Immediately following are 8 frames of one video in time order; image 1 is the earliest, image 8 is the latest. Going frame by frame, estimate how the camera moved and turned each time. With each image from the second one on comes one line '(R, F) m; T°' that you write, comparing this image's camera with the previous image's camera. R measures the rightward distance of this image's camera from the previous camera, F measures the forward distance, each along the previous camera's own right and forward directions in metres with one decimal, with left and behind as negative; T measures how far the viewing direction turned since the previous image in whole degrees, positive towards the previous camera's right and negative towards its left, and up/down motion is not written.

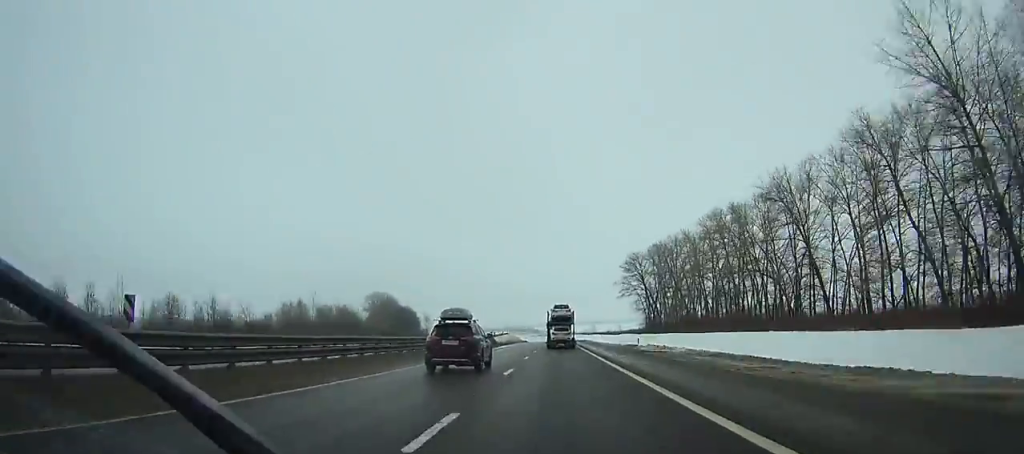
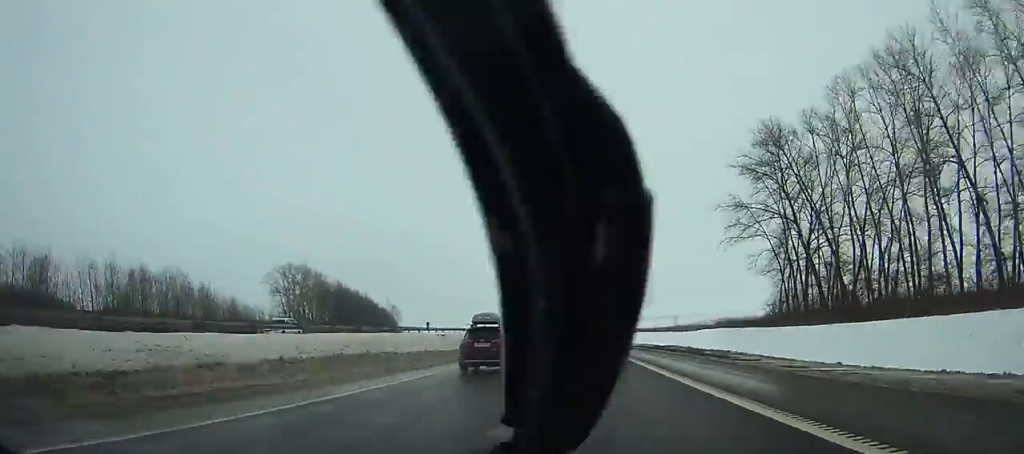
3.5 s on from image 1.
(-0.9, +99.6) m; -2°
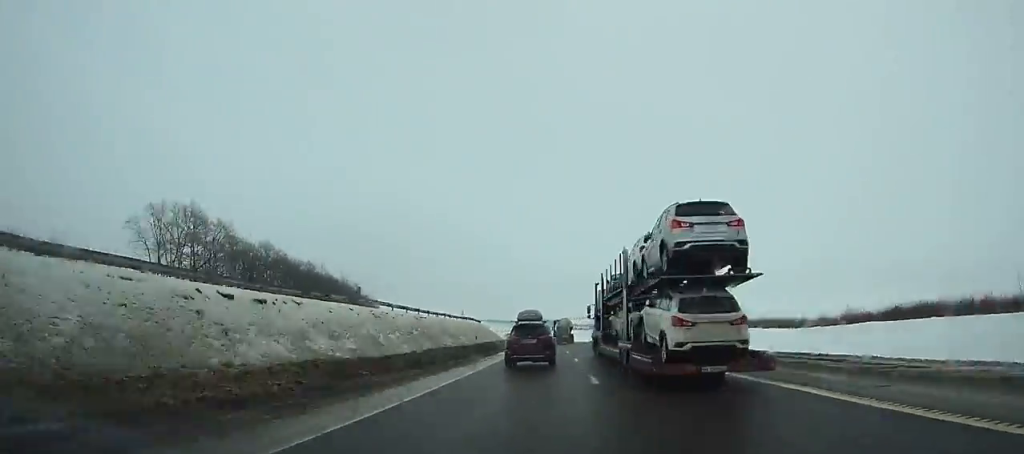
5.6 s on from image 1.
(-0.6, +59.2) m; -2°
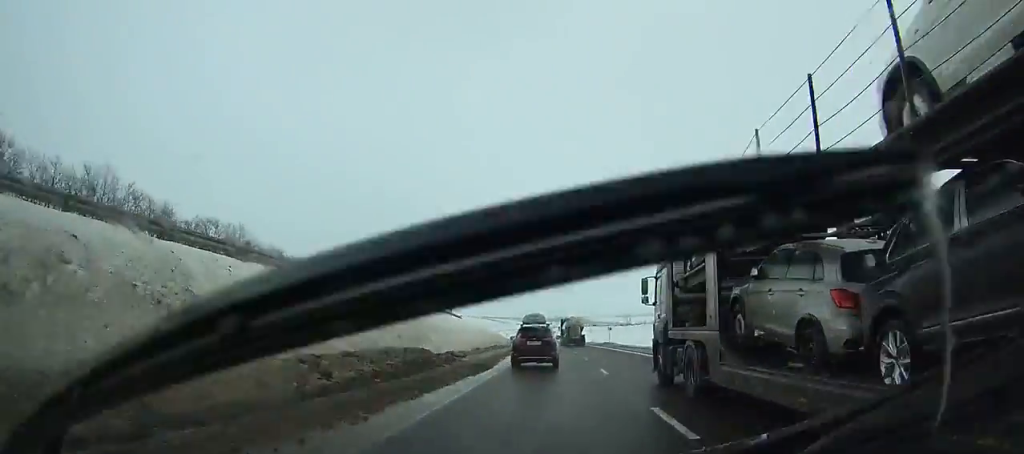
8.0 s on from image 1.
(-0.7, +67.4) m; -2°
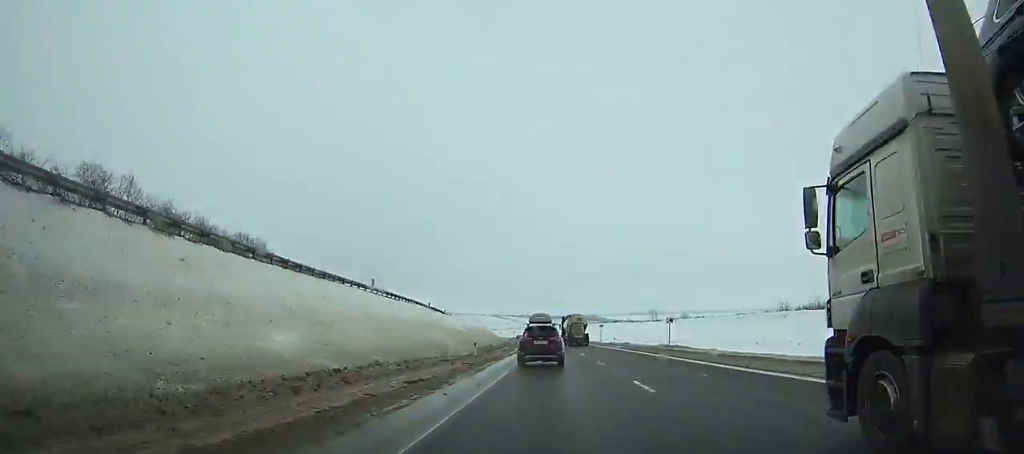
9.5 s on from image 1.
(-1.1, +42.0) m; -2°
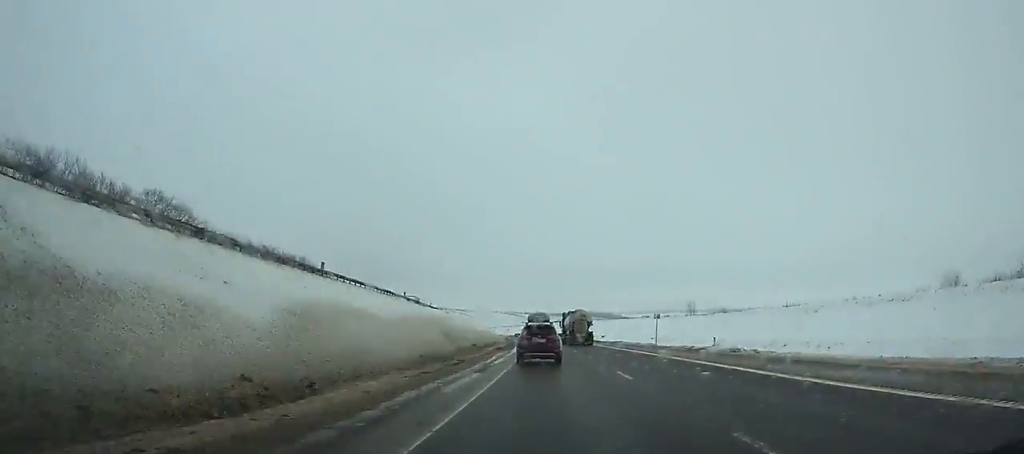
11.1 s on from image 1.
(-0.1, +44.9) m; -2°
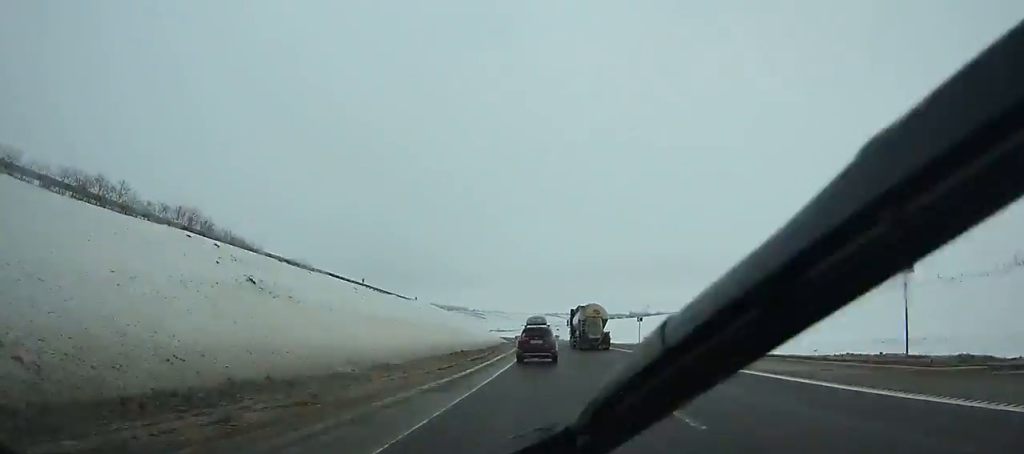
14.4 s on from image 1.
(-3.3, +92.9) m; -4°
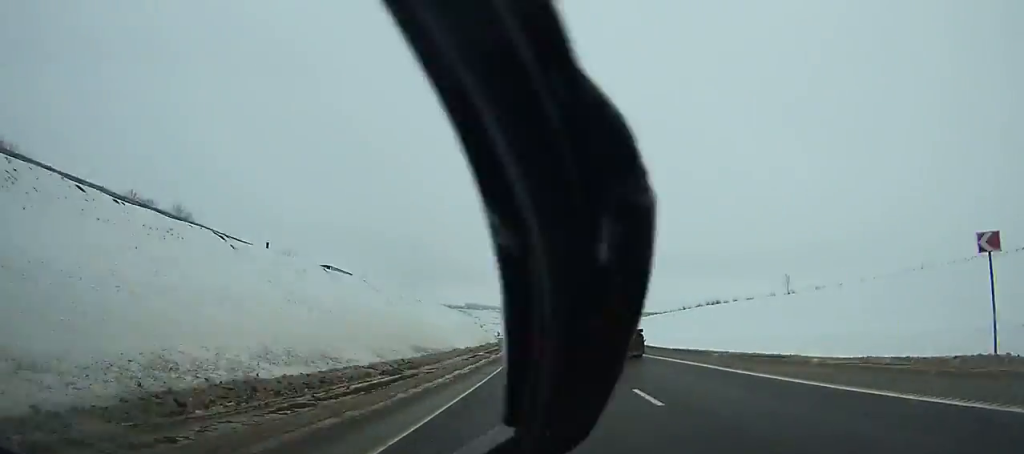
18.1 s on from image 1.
(-4.8, +105.6) m; -4°
